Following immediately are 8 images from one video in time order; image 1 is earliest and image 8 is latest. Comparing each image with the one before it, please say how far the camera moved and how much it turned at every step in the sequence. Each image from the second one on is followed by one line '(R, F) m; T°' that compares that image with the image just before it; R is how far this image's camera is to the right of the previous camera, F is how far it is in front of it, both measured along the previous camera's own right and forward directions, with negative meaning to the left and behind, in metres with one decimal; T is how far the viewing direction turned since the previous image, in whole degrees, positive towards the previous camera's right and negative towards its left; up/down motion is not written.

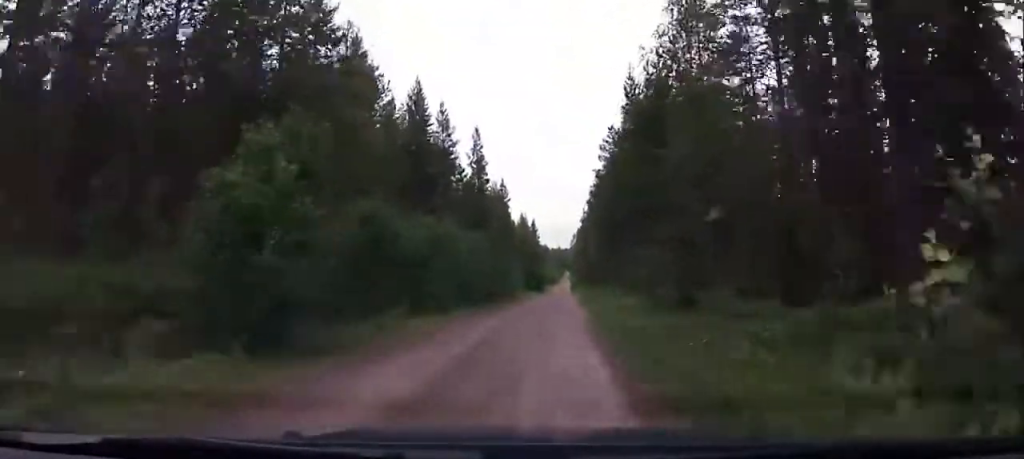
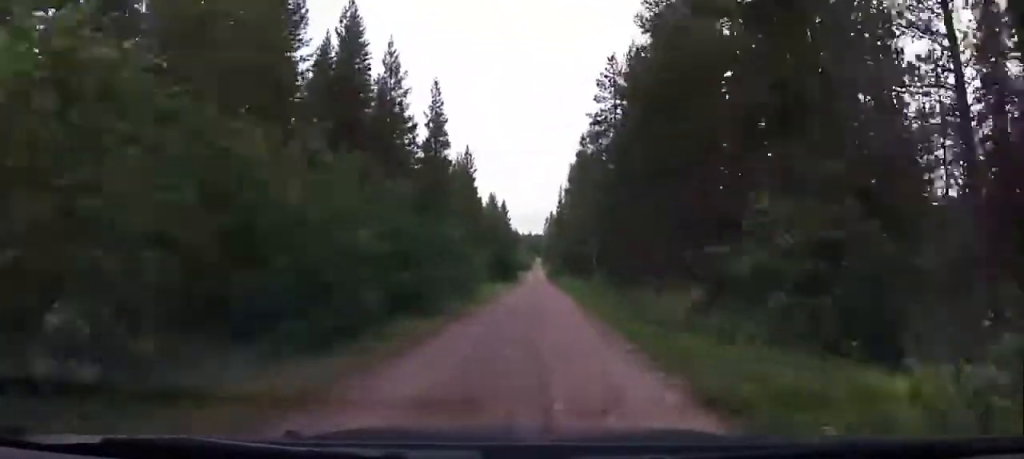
(+2.0, +13.9) m; +13°
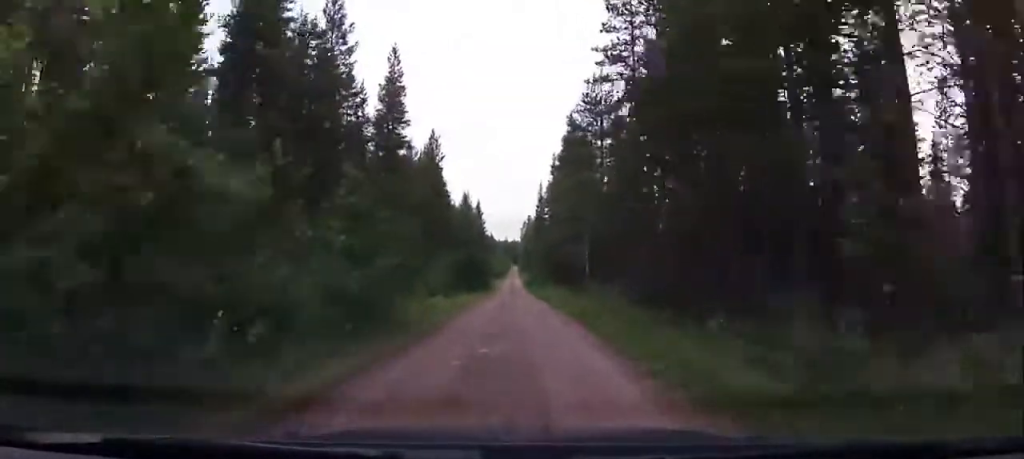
(+0.6, +12.0) m; +3°
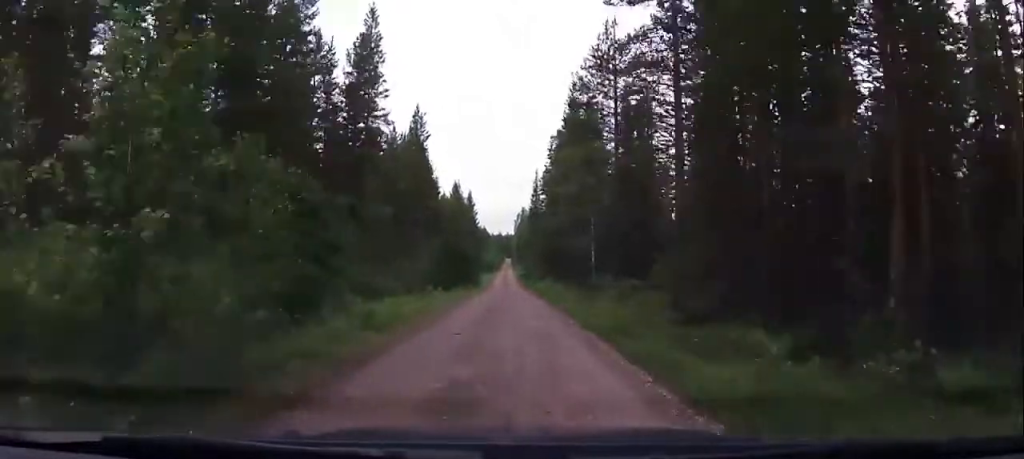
(0.0, +7.2) m; -2°
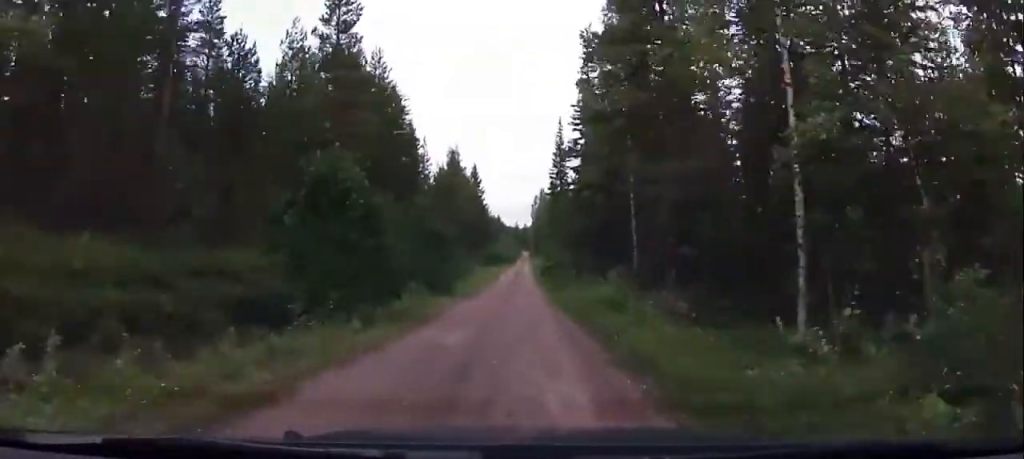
(-3.4, +28.2) m; -12°
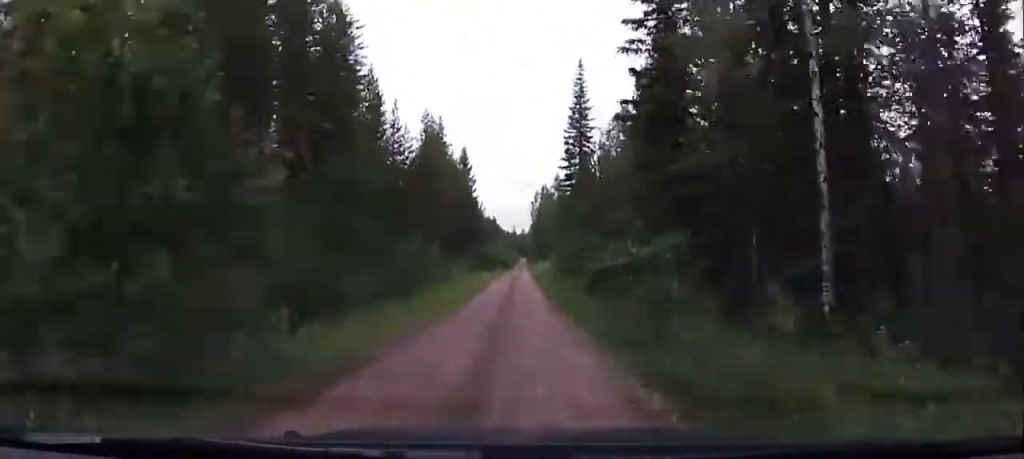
(+0.1, +20.7) m; +2°
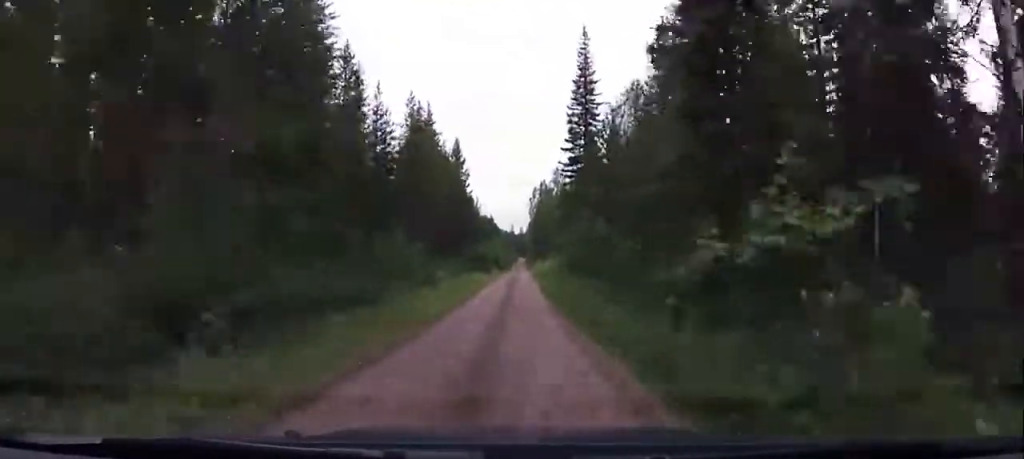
(0.0, +6.2) m; +1°
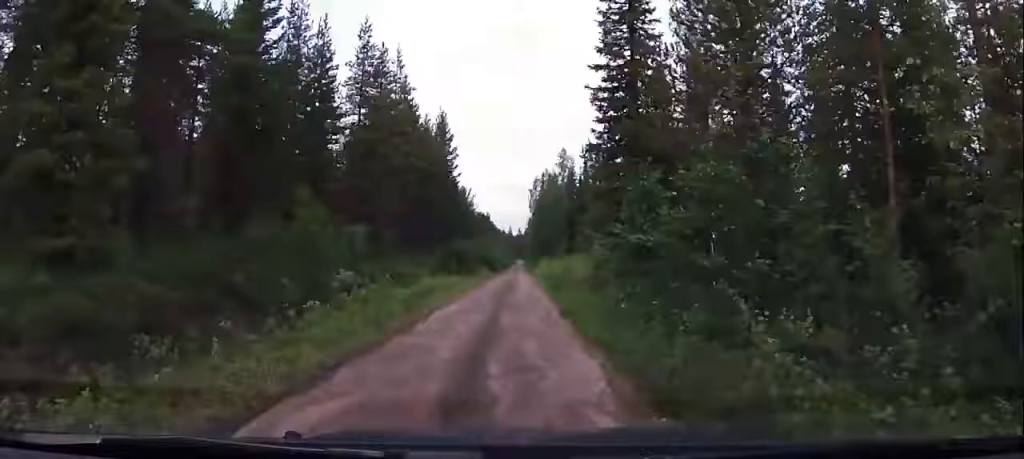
(+0.4, +16.2) m; +2°
